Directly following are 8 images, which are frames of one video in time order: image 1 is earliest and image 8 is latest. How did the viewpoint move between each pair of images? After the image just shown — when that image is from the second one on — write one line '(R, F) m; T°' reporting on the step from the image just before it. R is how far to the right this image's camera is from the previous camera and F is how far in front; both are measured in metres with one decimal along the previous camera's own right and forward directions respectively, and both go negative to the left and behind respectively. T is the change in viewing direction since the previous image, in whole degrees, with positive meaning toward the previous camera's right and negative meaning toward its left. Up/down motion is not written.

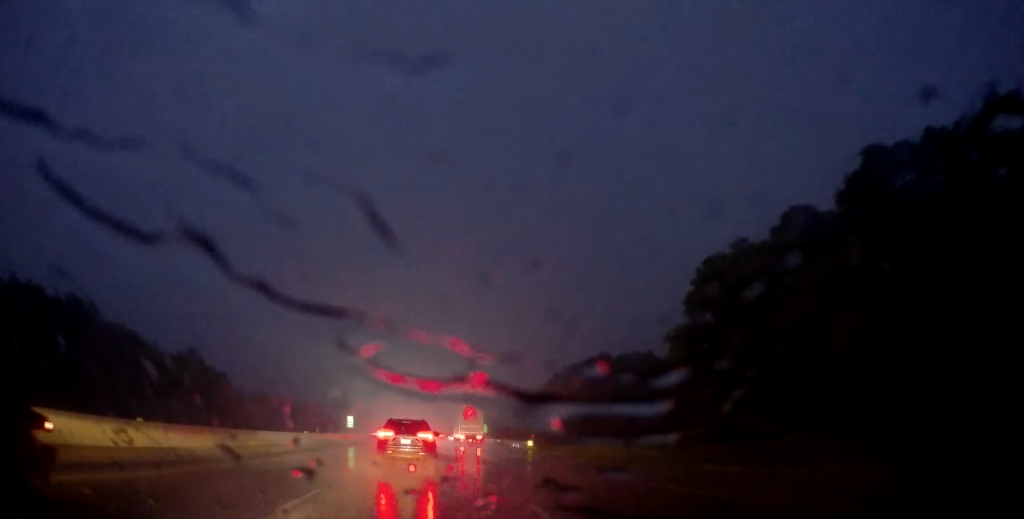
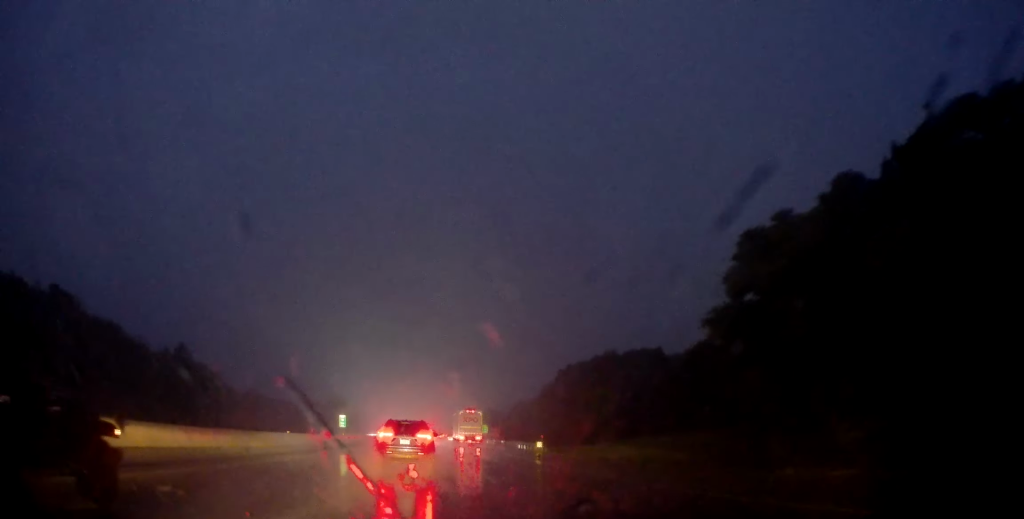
(+0.2, +5.6) m; 0°
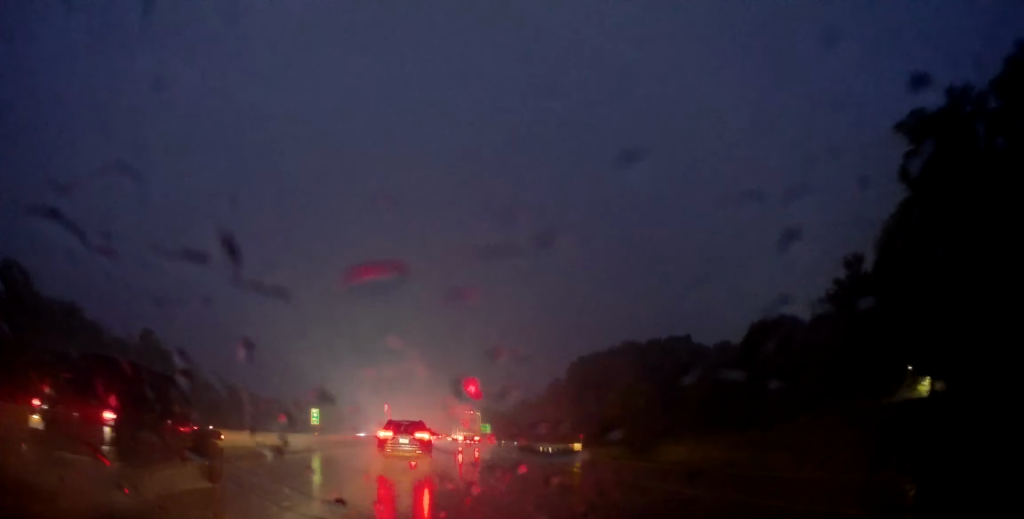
(-0.2, +13.5) m; 0°
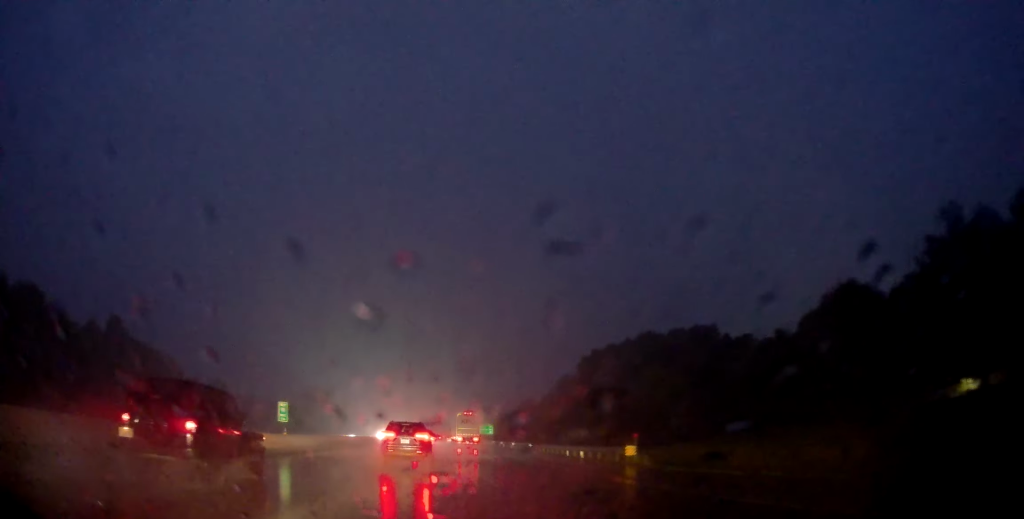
(0.0, +10.0) m; +1°
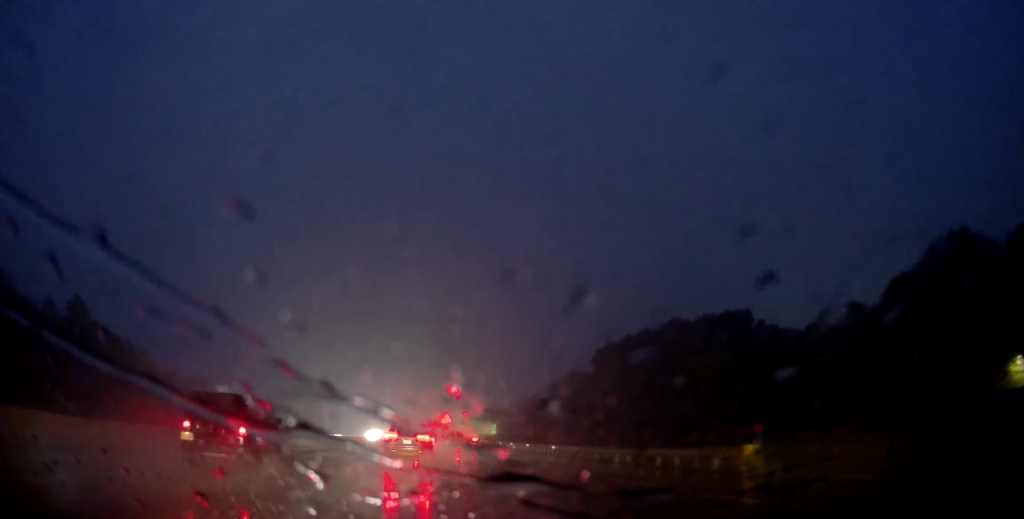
(+0.2, +10.6) m; +1°
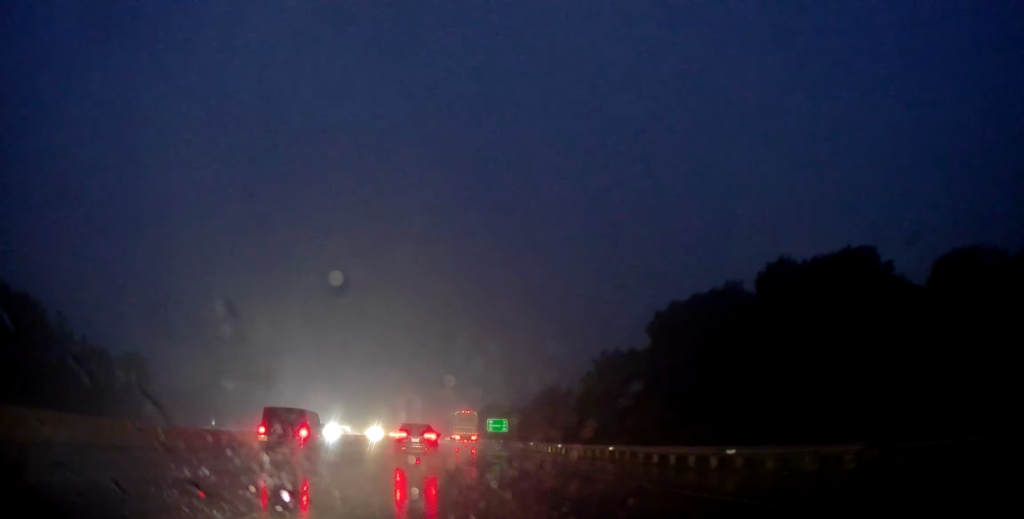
(0.0, +26.4) m; 0°
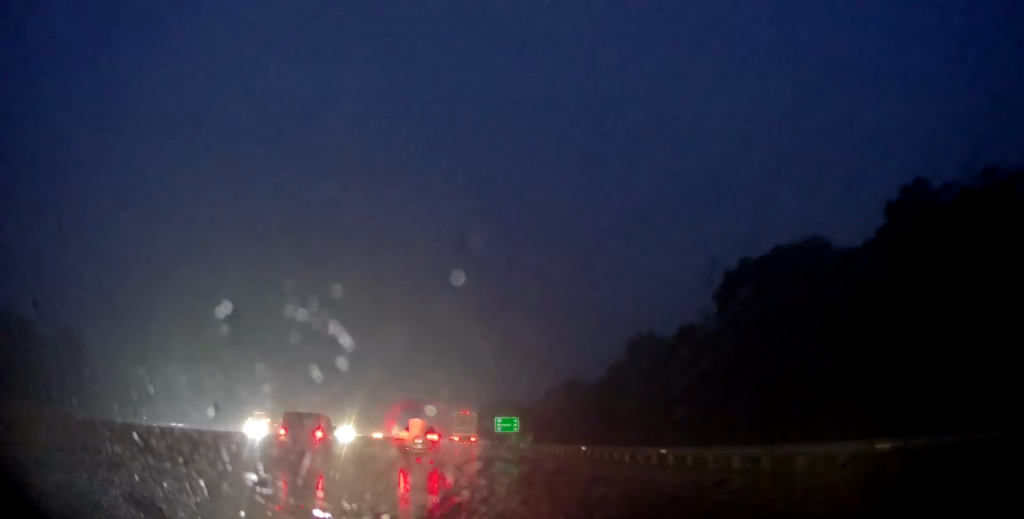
(0.0, +19.2) m; 0°
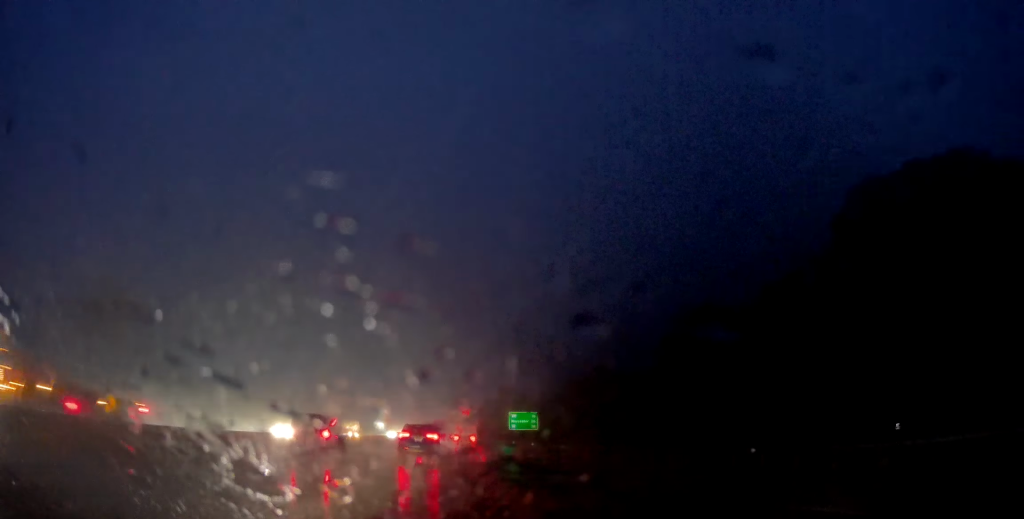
(+0.1, +18.9) m; +1°
